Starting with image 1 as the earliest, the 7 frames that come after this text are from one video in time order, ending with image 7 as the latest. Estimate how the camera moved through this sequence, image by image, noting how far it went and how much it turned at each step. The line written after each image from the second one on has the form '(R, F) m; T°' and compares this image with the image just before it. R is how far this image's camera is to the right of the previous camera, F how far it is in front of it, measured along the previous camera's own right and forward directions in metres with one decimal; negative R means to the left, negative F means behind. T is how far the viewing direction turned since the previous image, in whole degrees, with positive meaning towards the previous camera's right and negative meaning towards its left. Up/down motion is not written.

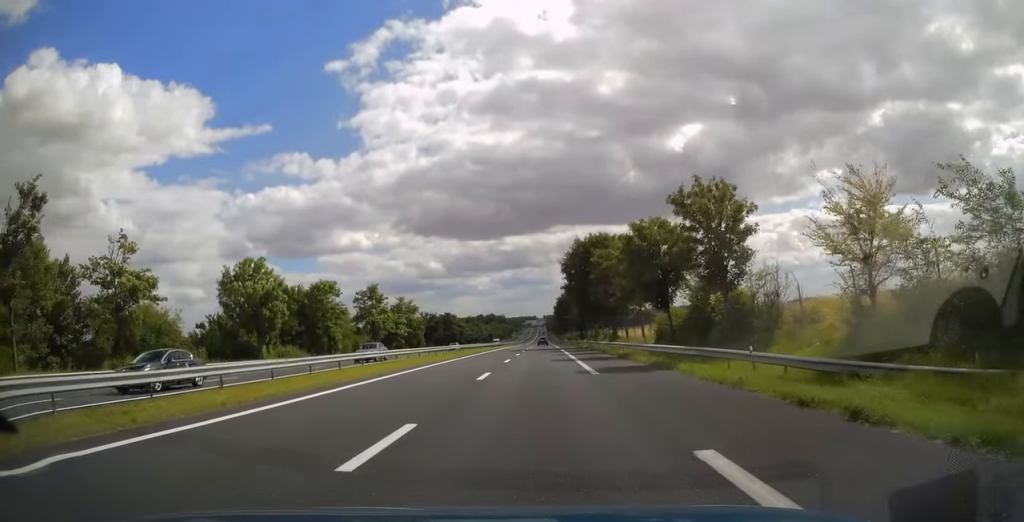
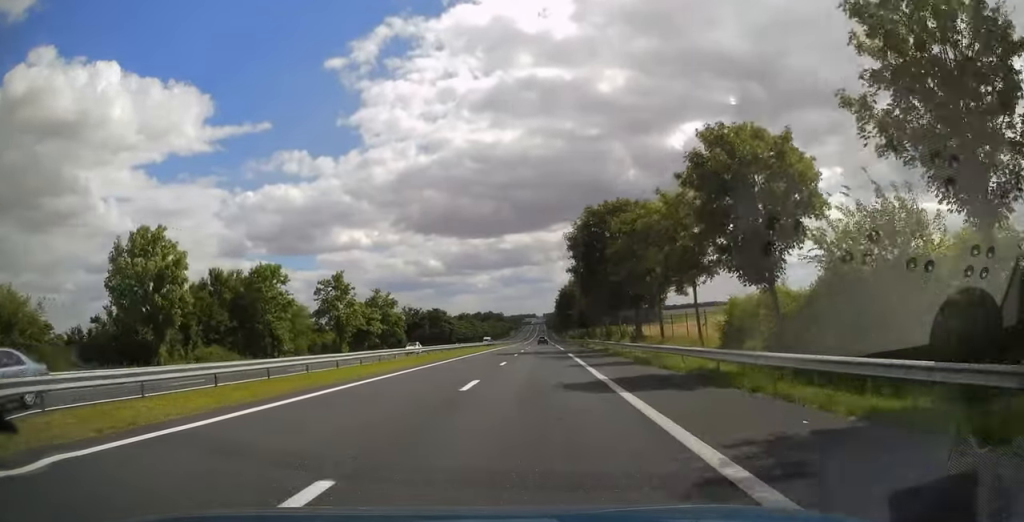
(0.0, +16.4) m; 0°
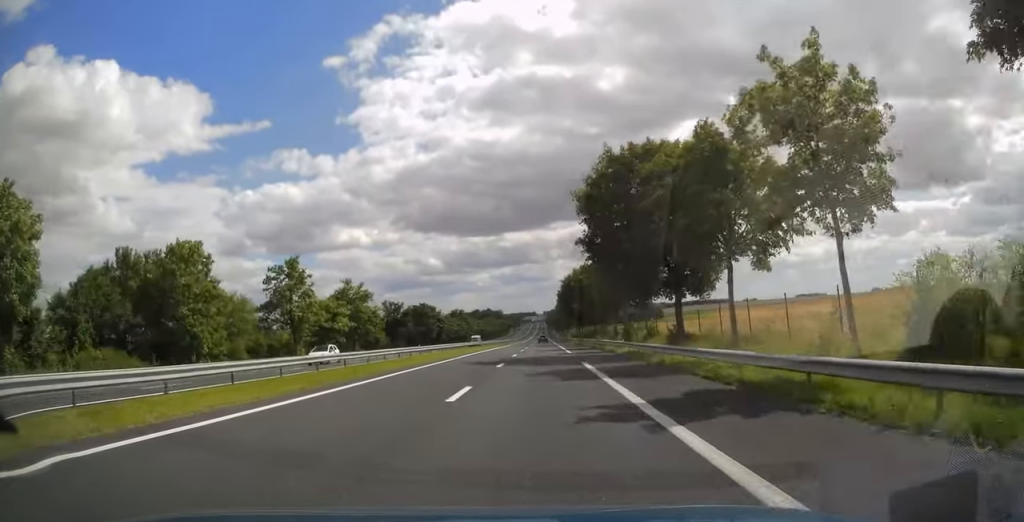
(0.0, +14.9) m; 0°
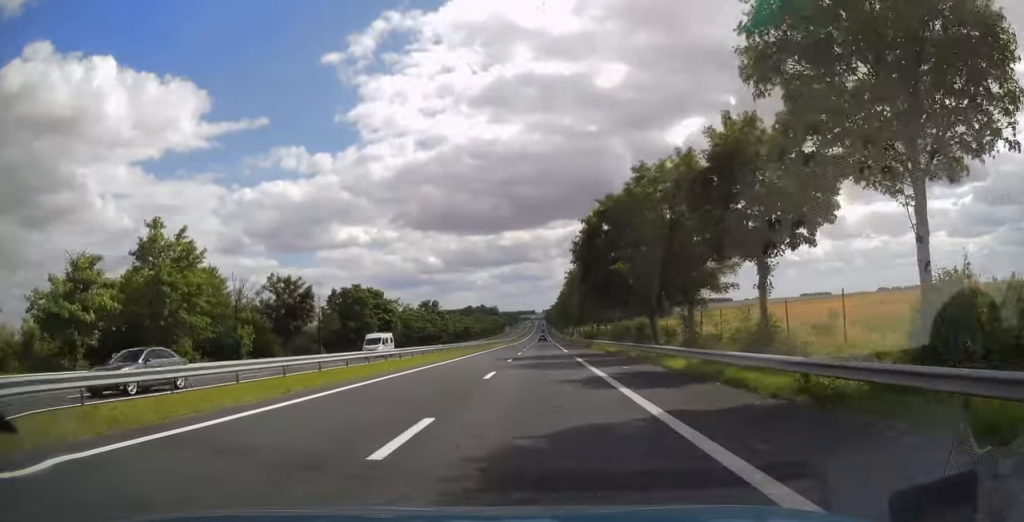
(0.0, +43.7) m; 0°
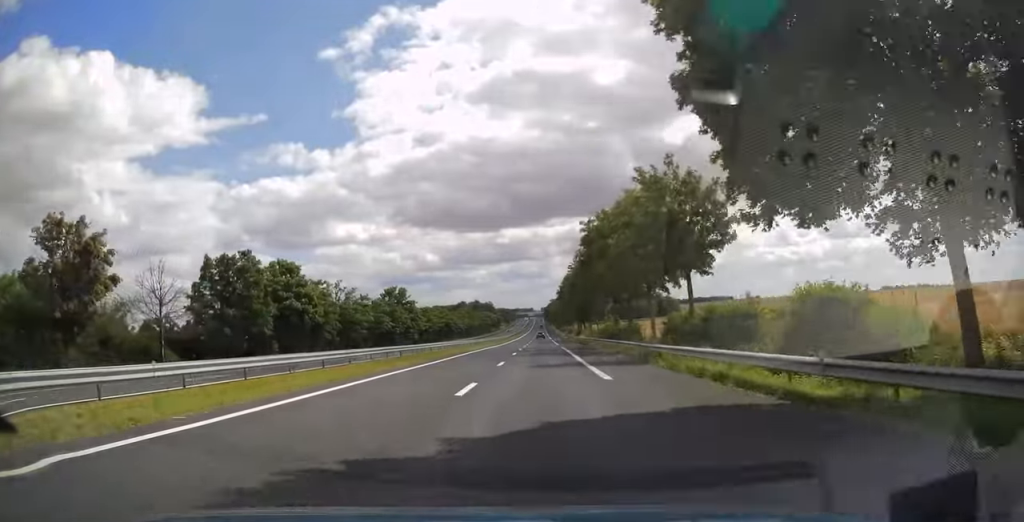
(+0.1, +31.3) m; 0°
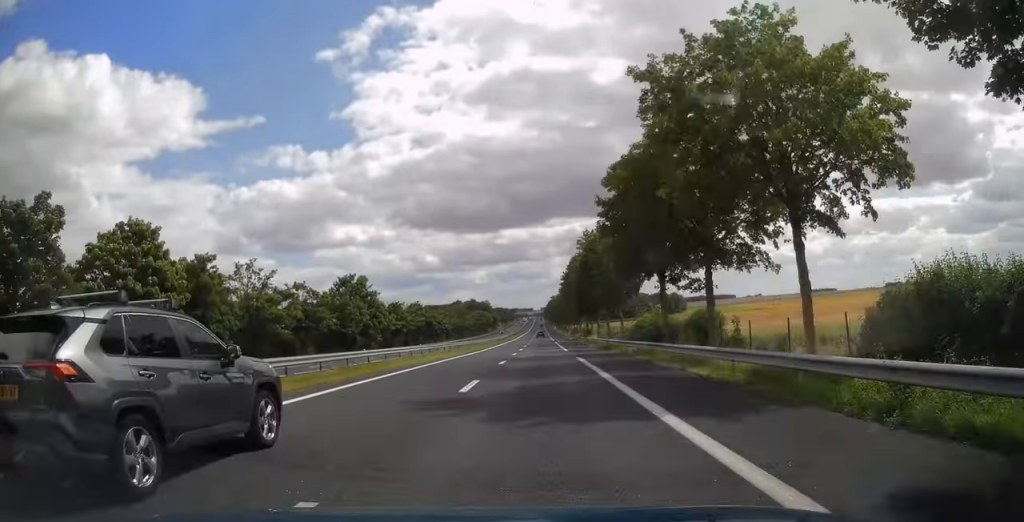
(-0.1, +24.3) m; 0°
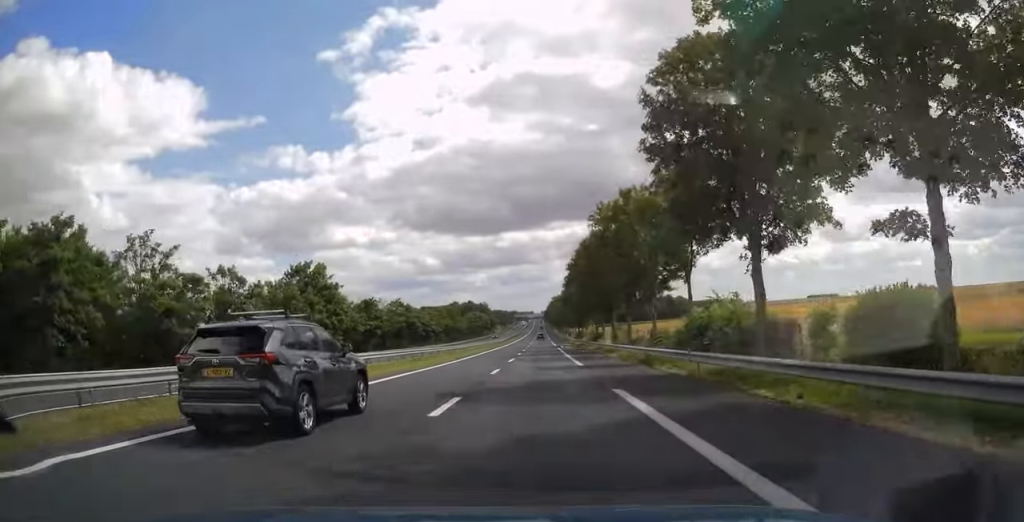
(0.0, +16.4) m; 0°
